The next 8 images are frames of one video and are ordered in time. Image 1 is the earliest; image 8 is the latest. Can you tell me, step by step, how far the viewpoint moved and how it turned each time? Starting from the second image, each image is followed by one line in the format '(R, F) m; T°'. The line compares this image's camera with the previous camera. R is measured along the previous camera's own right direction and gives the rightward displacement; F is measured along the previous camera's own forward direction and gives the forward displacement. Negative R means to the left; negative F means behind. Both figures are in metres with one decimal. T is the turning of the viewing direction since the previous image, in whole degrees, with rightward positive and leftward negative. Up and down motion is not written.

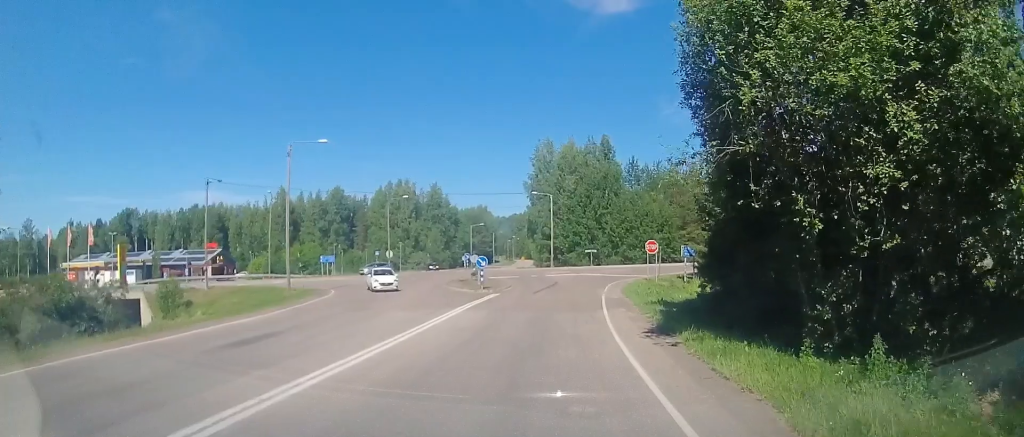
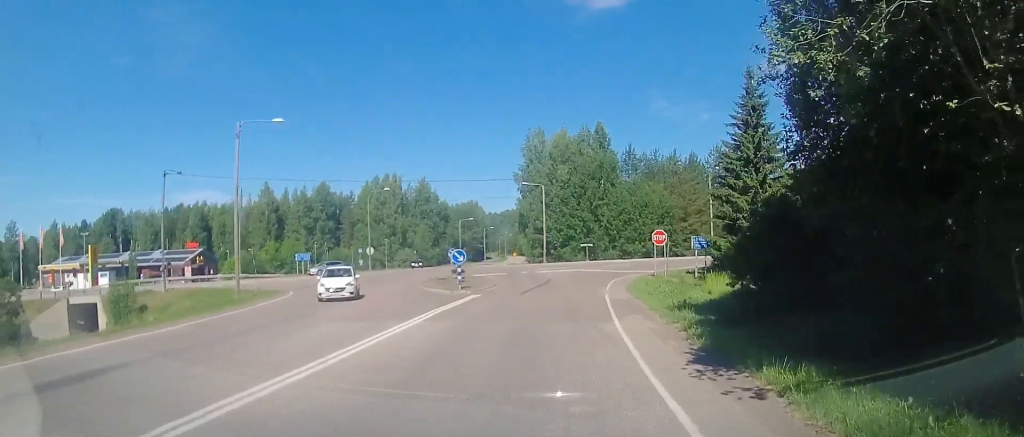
(-0.1, +5.6) m; +2°
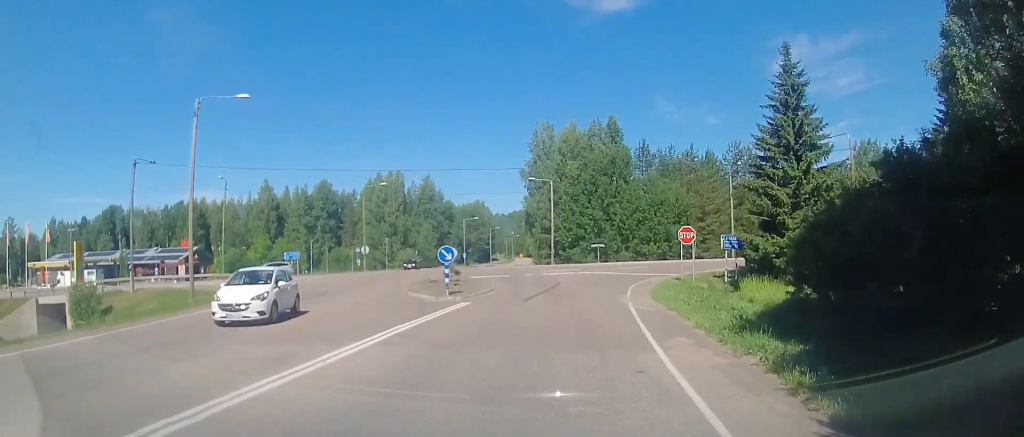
(+0.4, +5.1) m; +1°
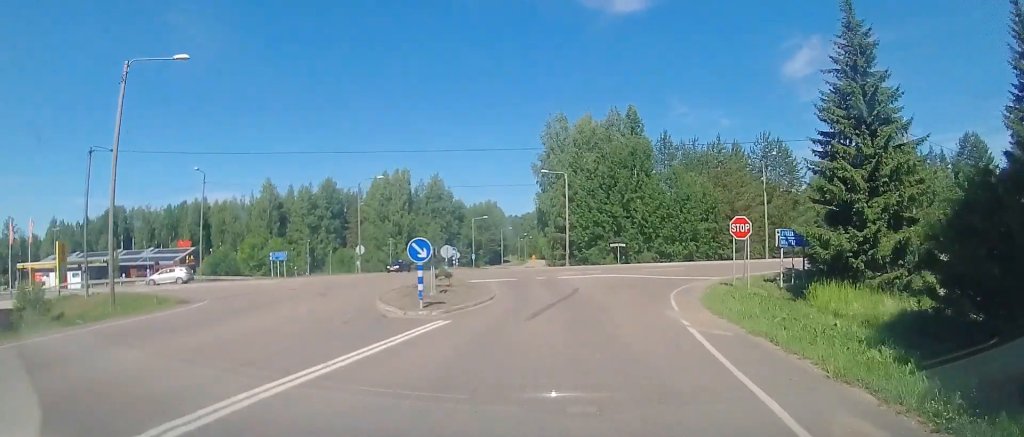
(-0.4, +6.4) m; -4°
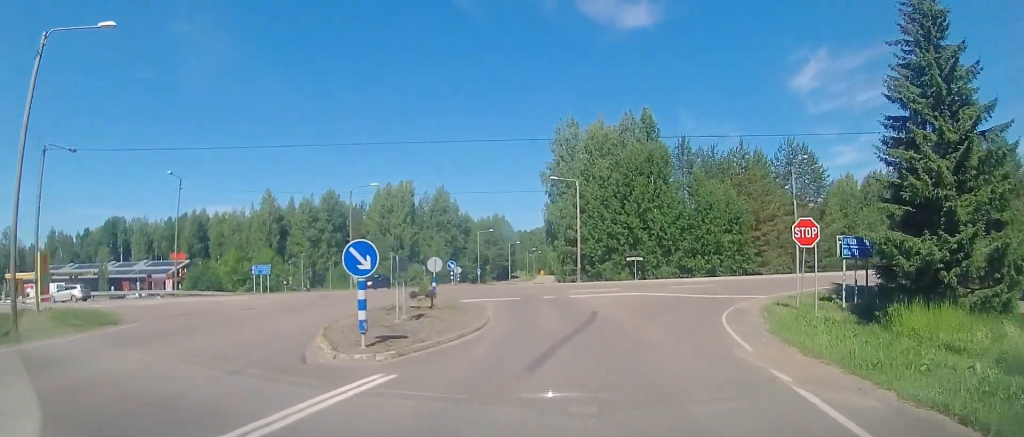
(0.0, +5.4) m; +1°
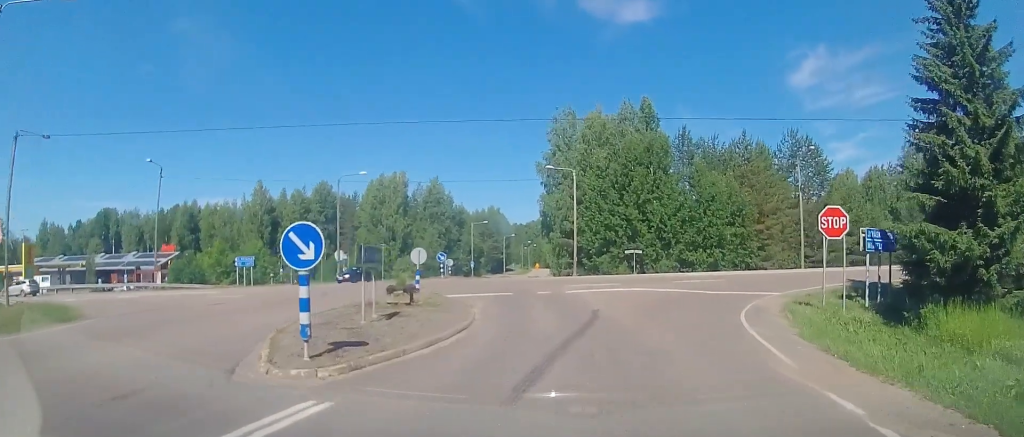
(+0.1, +2.2) m; -1°
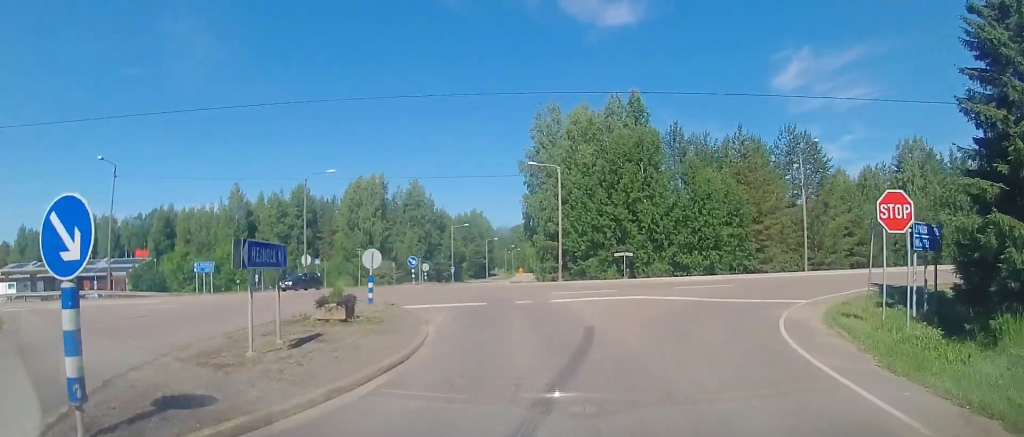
(-0.1, +4.0) m; -1°
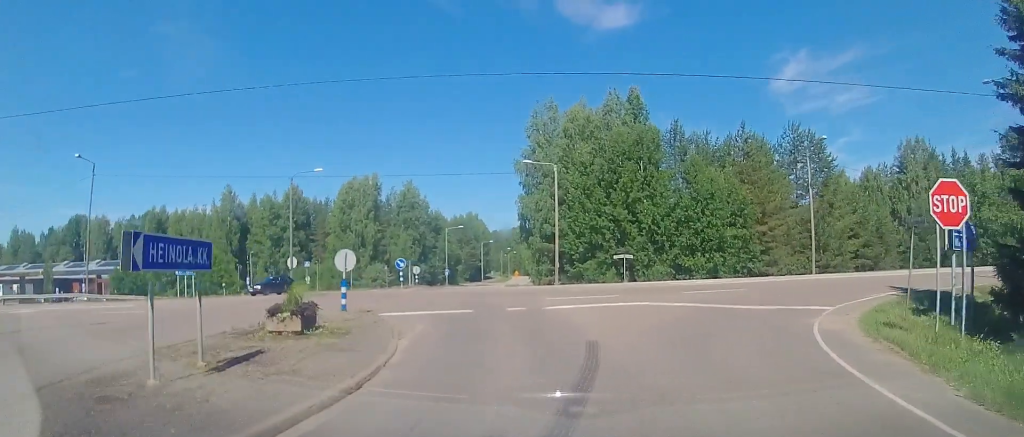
(-0.2, +2.2) m; 0°
